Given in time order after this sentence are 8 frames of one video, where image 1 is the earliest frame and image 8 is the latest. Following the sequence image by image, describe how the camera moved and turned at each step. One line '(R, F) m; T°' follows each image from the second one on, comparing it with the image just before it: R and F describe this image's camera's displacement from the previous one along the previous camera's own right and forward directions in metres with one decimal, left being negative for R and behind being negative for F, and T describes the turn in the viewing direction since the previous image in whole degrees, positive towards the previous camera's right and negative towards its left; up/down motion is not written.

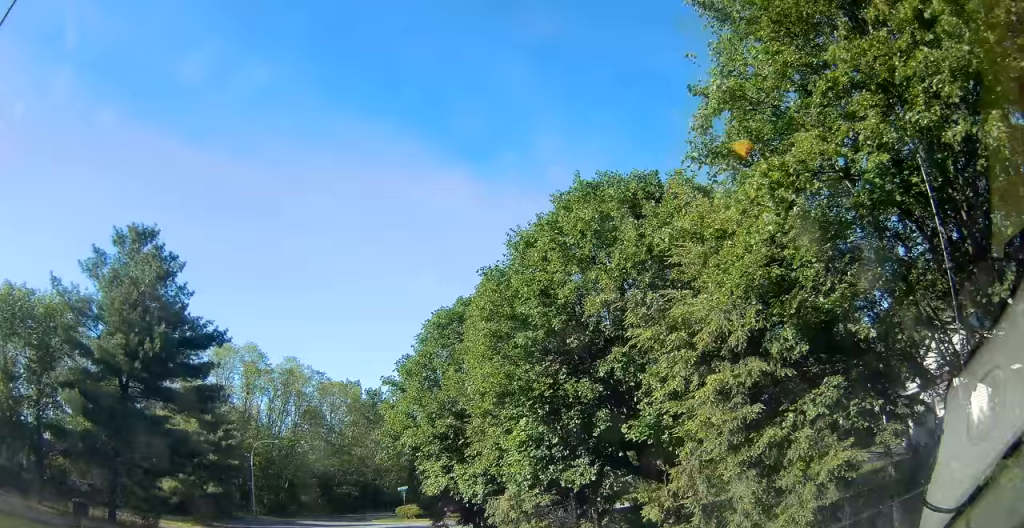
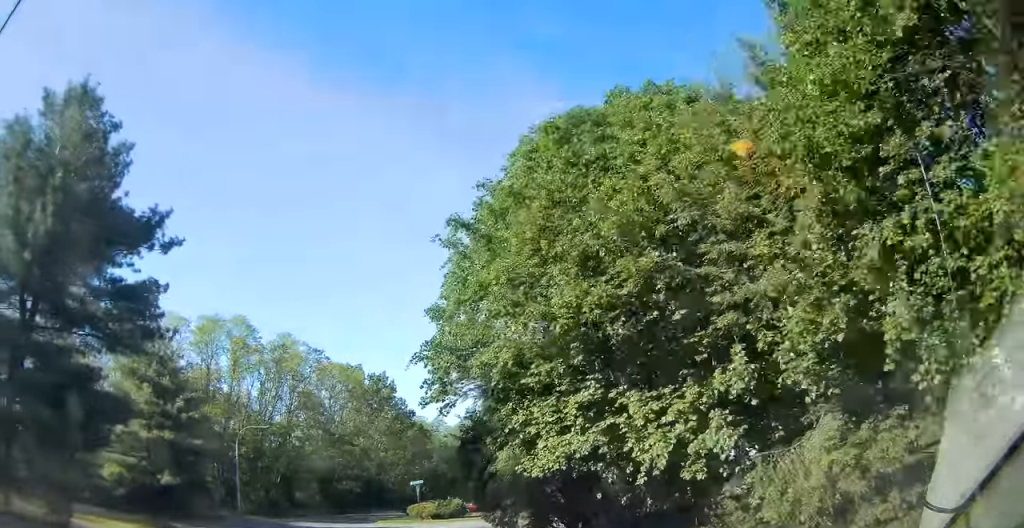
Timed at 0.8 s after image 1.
(+0.2, +9.3) m; +2°
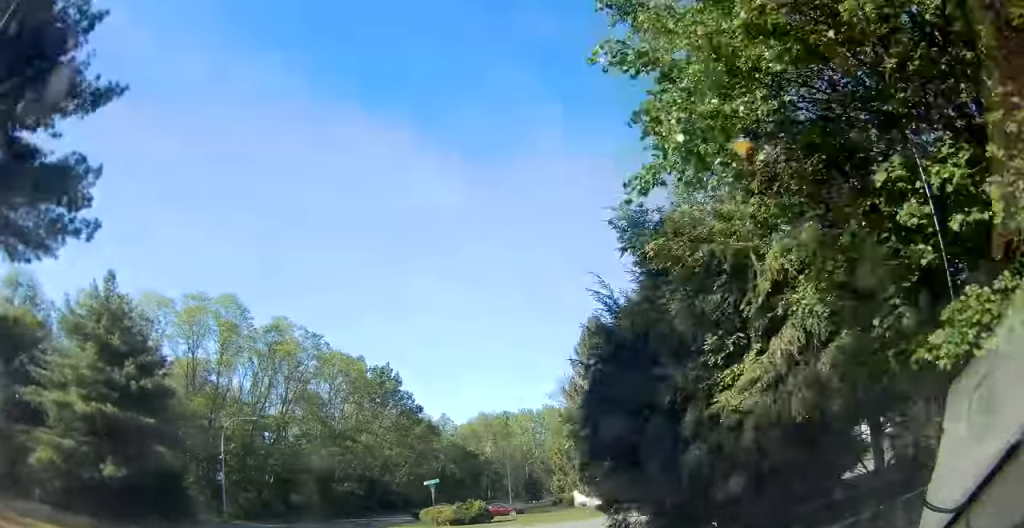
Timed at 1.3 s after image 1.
(+0.2, +6.9) m; +1°
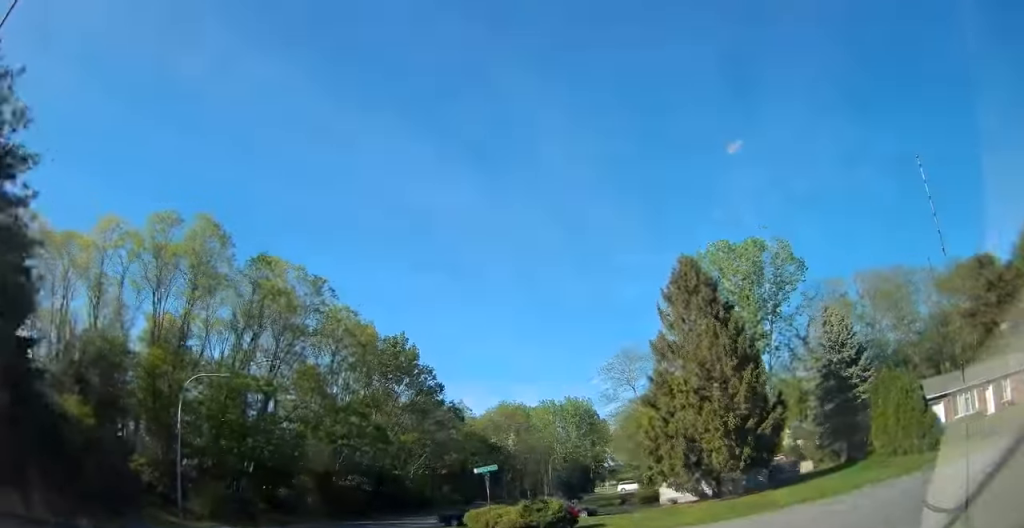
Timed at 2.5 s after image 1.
(+0.1, +13.6) m; -1°
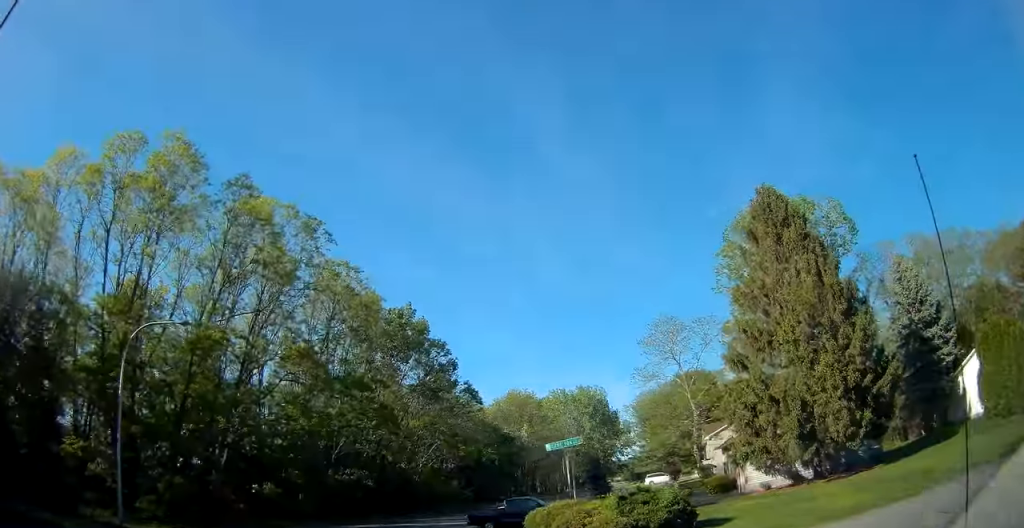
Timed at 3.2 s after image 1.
(-0.2, +9.2) m; 0°
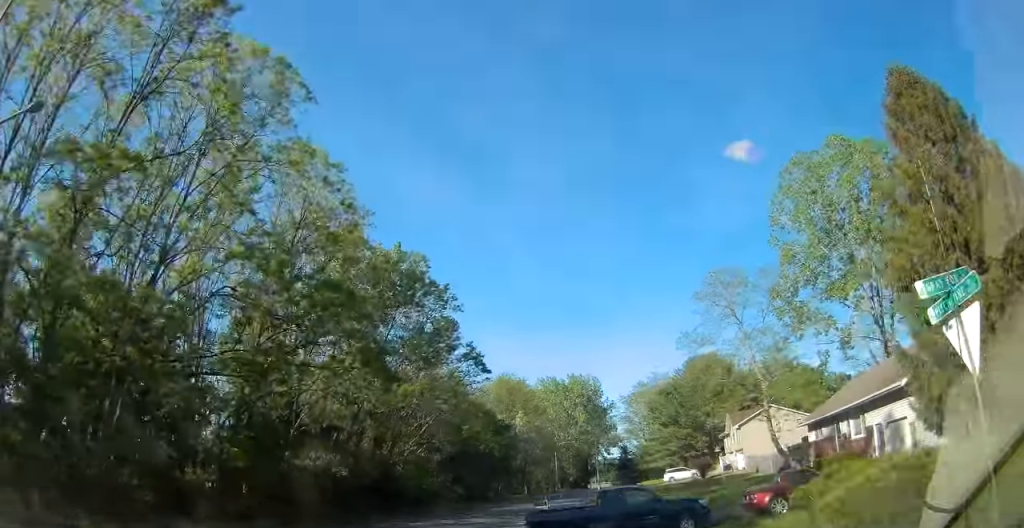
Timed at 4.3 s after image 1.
(+0.1, +13.3) m; +2°
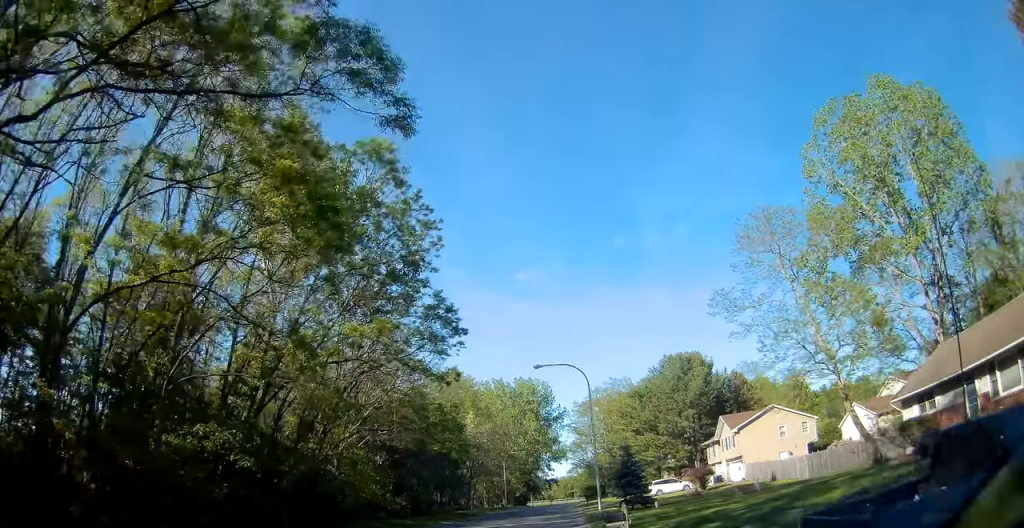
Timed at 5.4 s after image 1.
(+0.4, +13.0) m; +4°
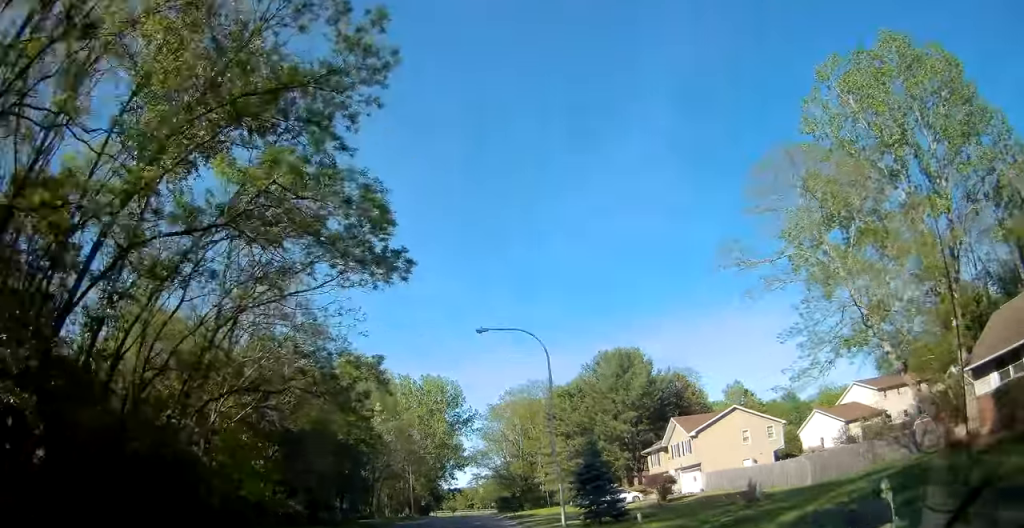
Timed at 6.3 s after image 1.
(+0.4, +10.2) m; +8°
